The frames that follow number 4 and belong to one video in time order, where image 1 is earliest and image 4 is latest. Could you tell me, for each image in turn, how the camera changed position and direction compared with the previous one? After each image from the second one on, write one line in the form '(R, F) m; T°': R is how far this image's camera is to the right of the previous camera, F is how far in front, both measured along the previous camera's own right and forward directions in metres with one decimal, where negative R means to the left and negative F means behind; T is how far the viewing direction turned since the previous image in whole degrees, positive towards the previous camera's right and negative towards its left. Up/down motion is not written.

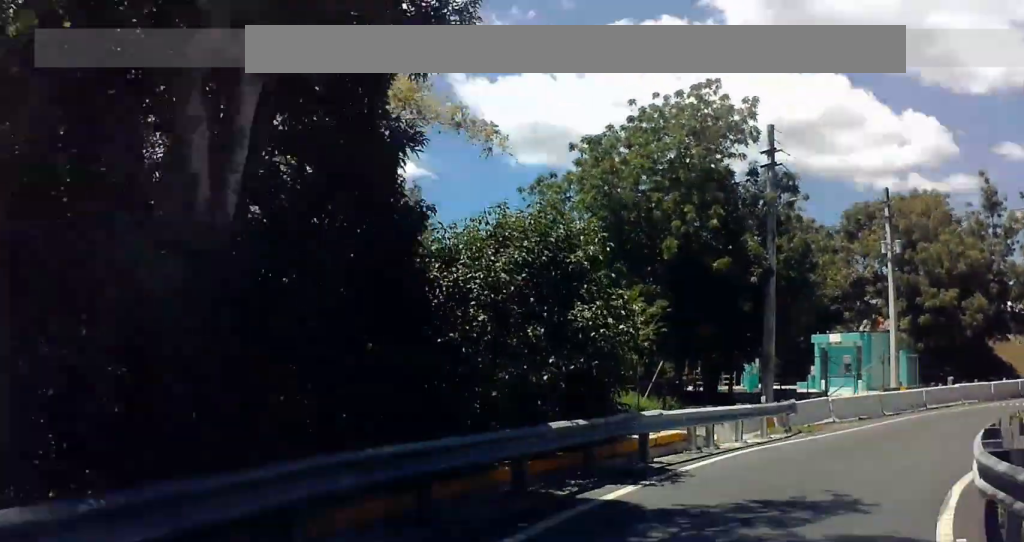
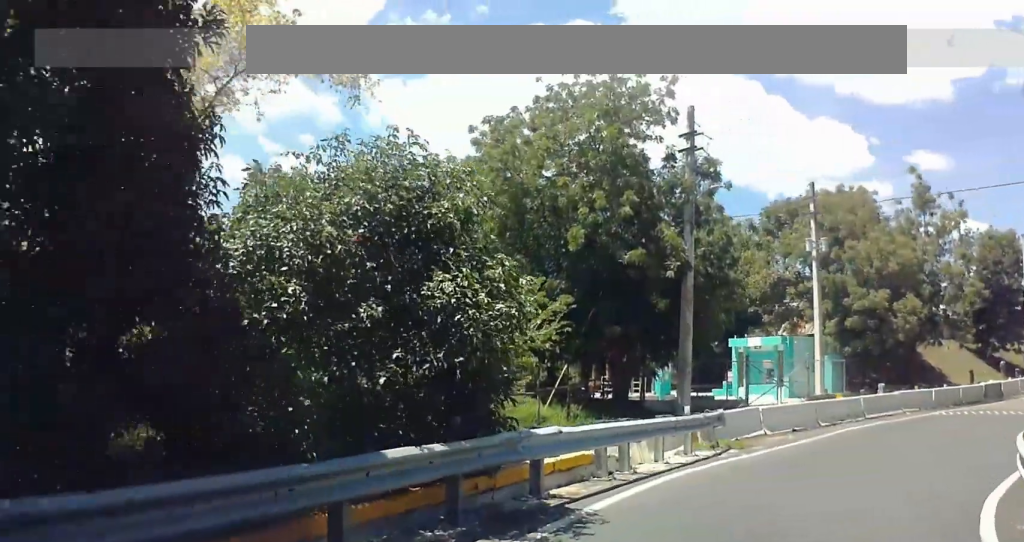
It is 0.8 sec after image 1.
(+0.2, +4.3) m; +6°
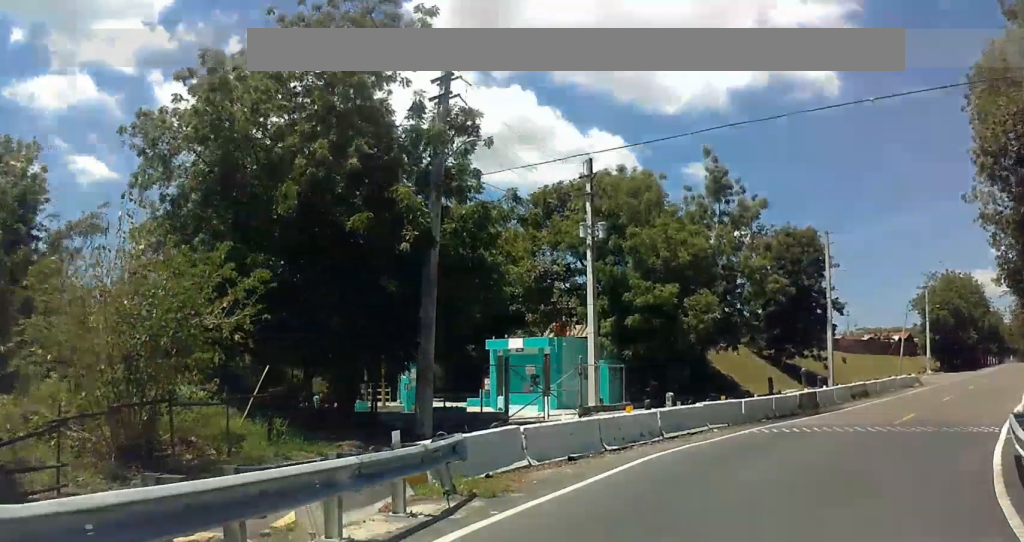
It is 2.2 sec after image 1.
(+0.6, +7.7) m; +7°
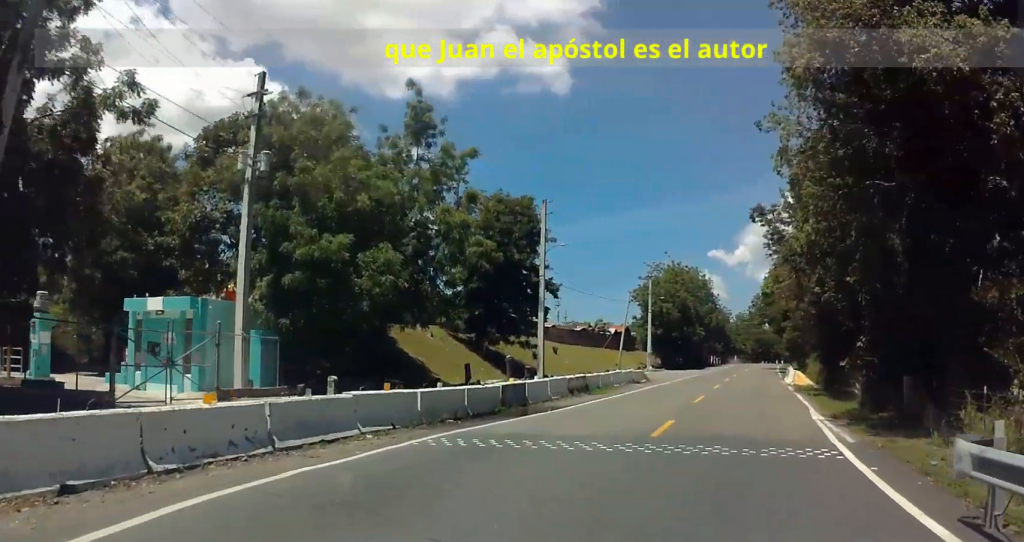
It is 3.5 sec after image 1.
(+0.5, +8.4) m; +15°
